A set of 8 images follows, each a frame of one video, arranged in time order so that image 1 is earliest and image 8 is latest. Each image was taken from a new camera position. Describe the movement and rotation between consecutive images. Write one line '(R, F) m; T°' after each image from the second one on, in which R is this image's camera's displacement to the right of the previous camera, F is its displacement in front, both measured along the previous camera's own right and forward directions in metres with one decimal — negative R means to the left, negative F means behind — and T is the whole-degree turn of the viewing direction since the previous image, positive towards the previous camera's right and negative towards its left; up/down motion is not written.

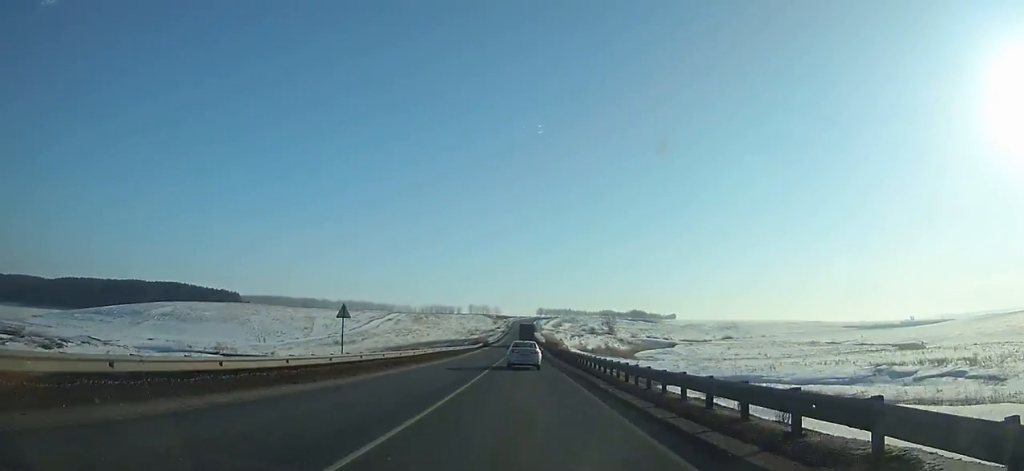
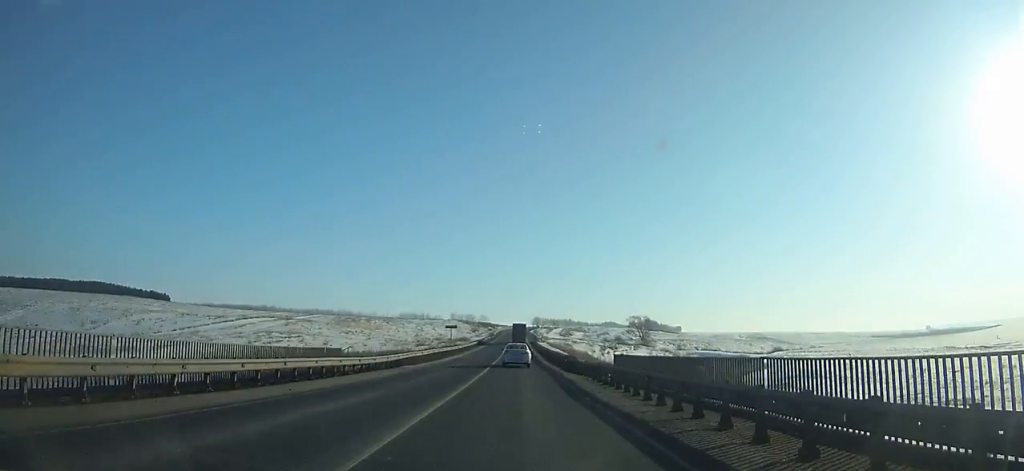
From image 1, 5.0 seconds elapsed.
(-0.1, +108.9) m; 0°
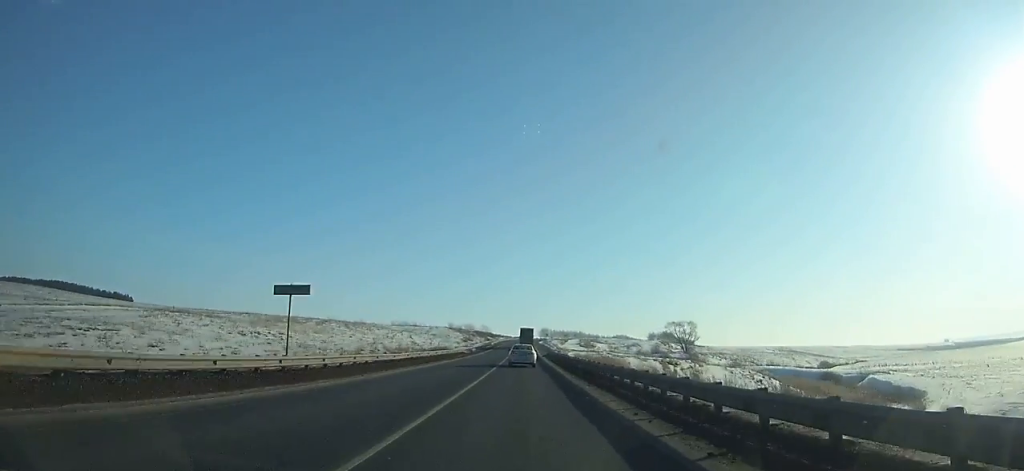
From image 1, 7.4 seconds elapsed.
(-0.1, +54.3) m; 0°
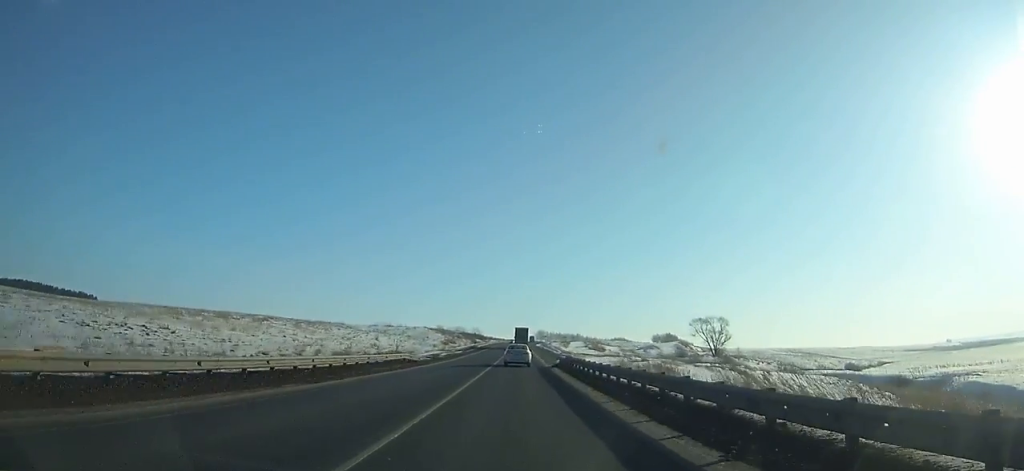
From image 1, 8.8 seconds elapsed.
(+0.1, +32.1) m; 0°
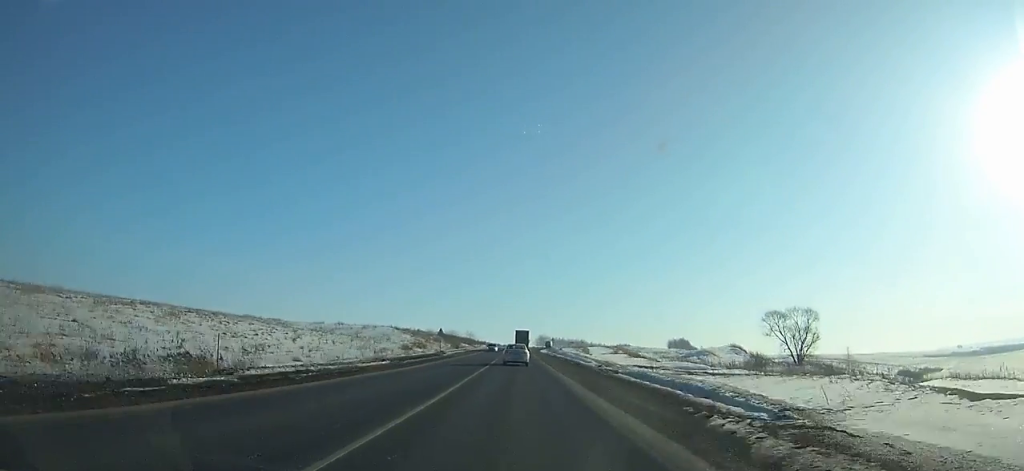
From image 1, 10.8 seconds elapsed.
(+0.1, +45.9) m; 0°
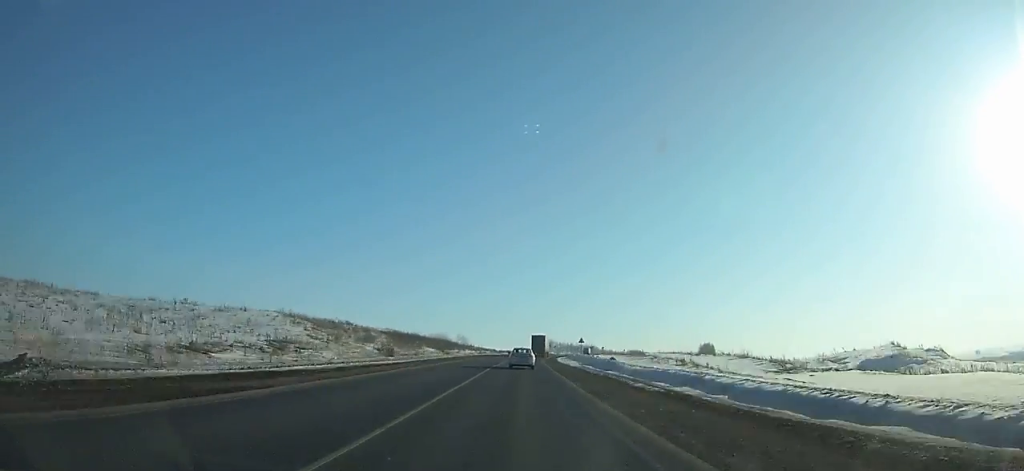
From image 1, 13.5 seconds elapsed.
(-0.1, +61.9) m; +1°
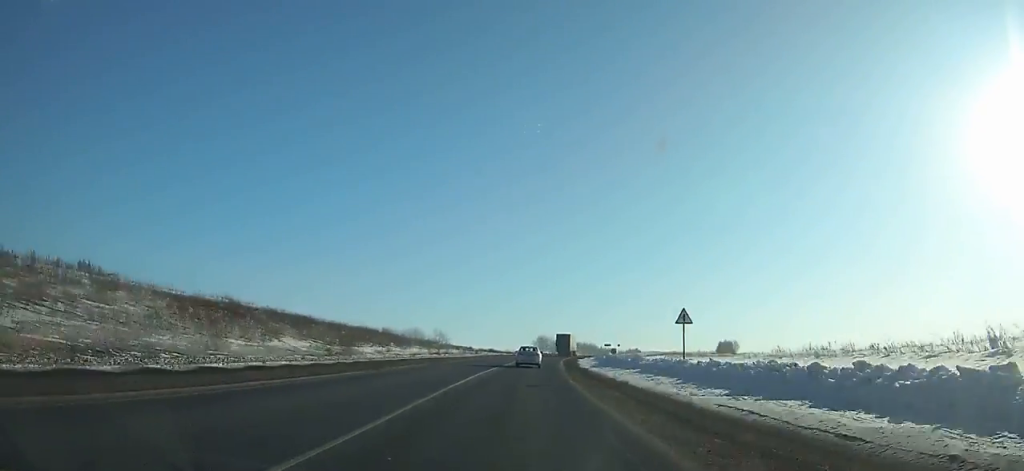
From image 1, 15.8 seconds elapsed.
(+0.7, +52.0) m; +3°
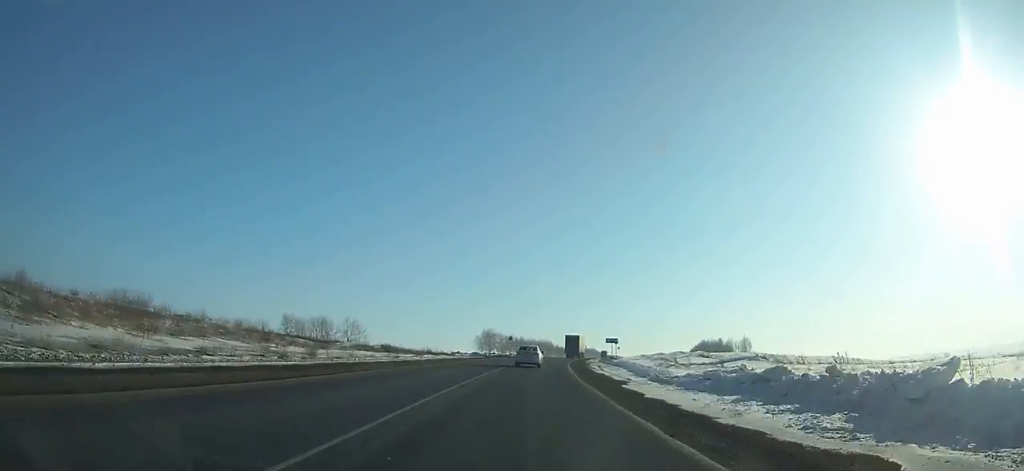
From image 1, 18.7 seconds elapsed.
(+2.4, +64.2) m; +5°
